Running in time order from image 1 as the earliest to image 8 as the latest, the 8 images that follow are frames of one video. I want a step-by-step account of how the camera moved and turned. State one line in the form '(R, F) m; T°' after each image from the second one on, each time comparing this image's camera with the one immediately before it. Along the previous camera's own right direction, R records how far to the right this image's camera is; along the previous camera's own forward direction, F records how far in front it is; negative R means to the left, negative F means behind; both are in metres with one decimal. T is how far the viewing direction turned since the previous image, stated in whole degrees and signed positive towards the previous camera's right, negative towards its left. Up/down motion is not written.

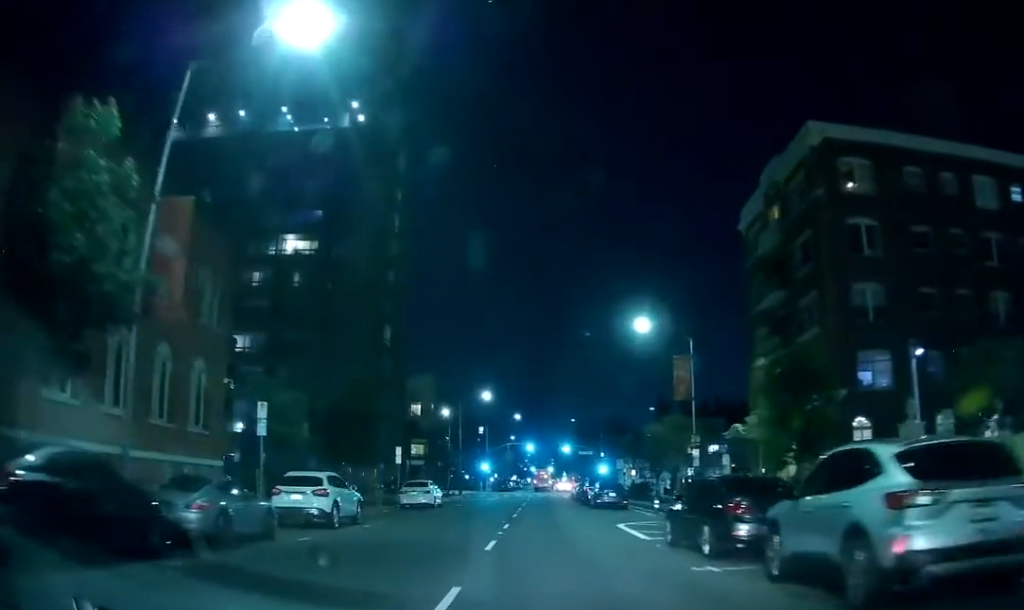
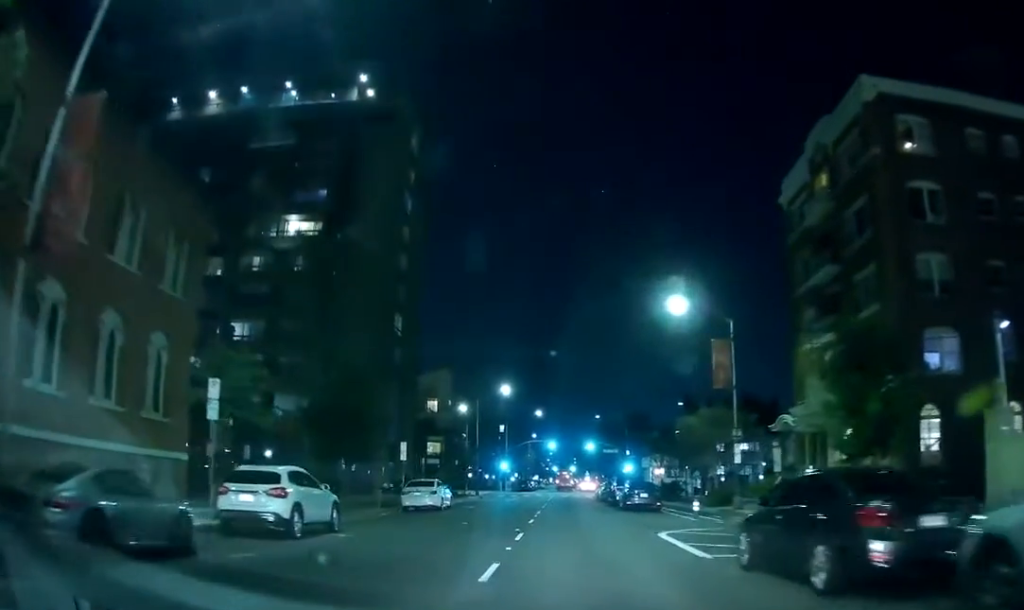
(+0.1, +3.9) m; +5°
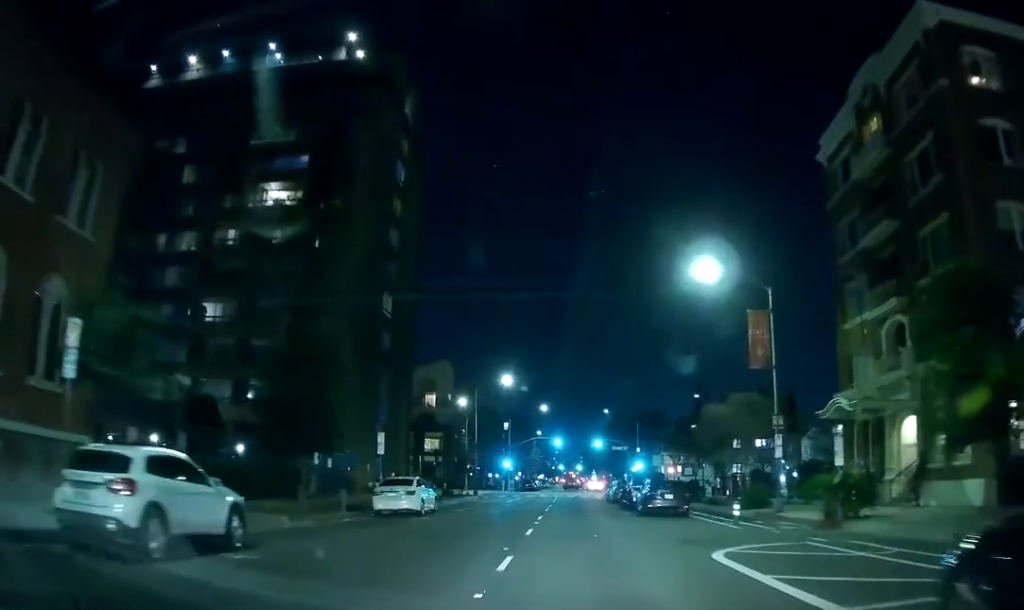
(+0.4, +5.6) m; +2°
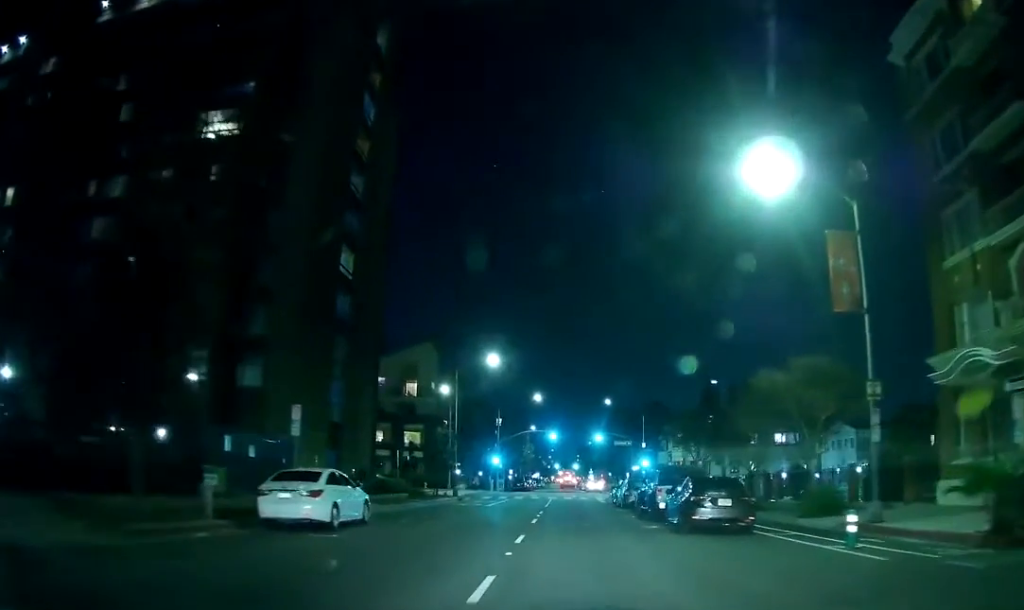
(-0.5, +10.5) m; -4°
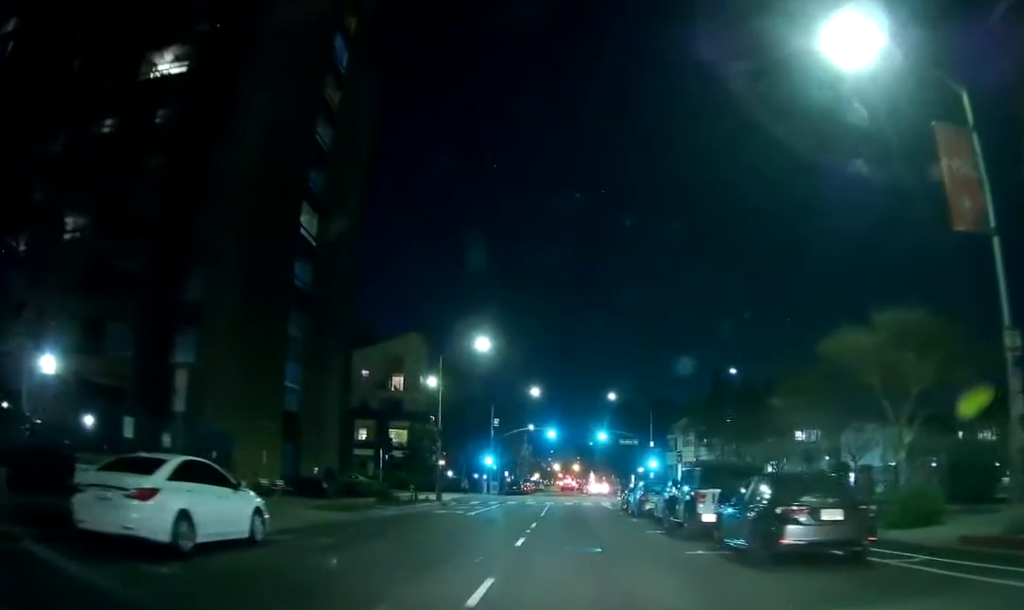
(+0.1, +8.0) m; 0°
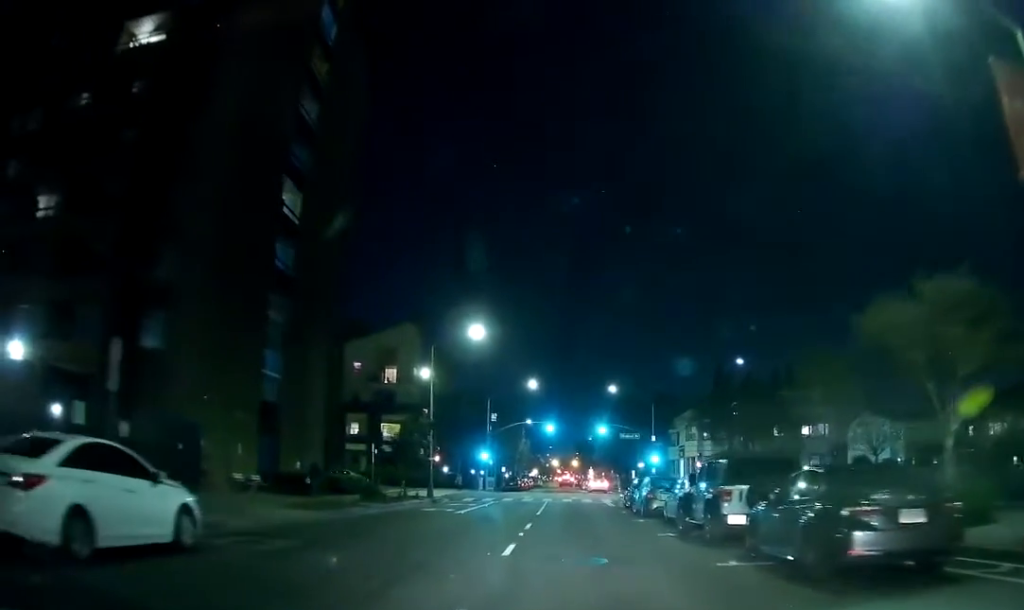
(0.0, +2.7) m; 0°
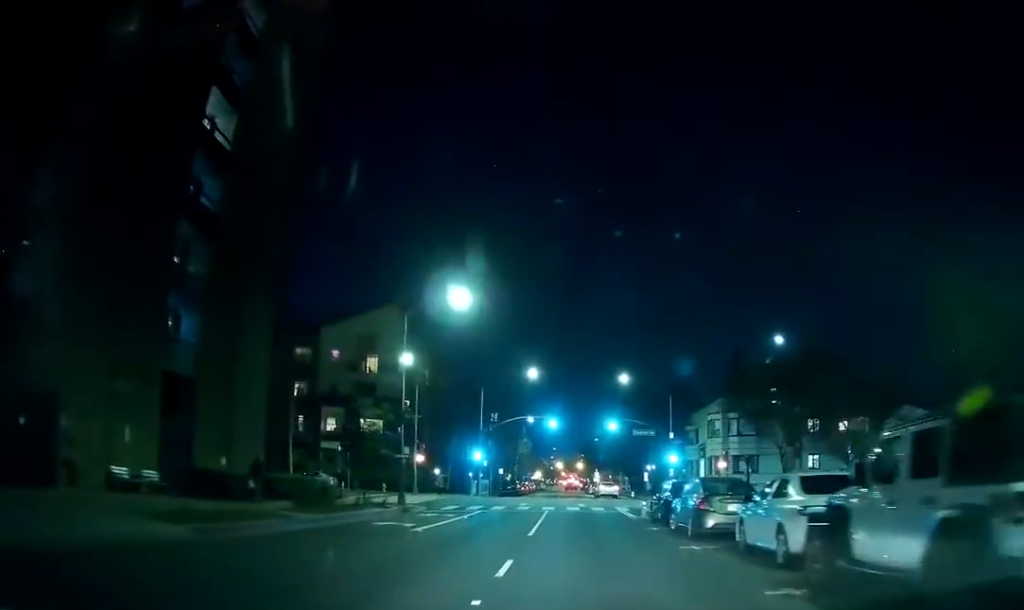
(-0.3, +9.5) m; -1°
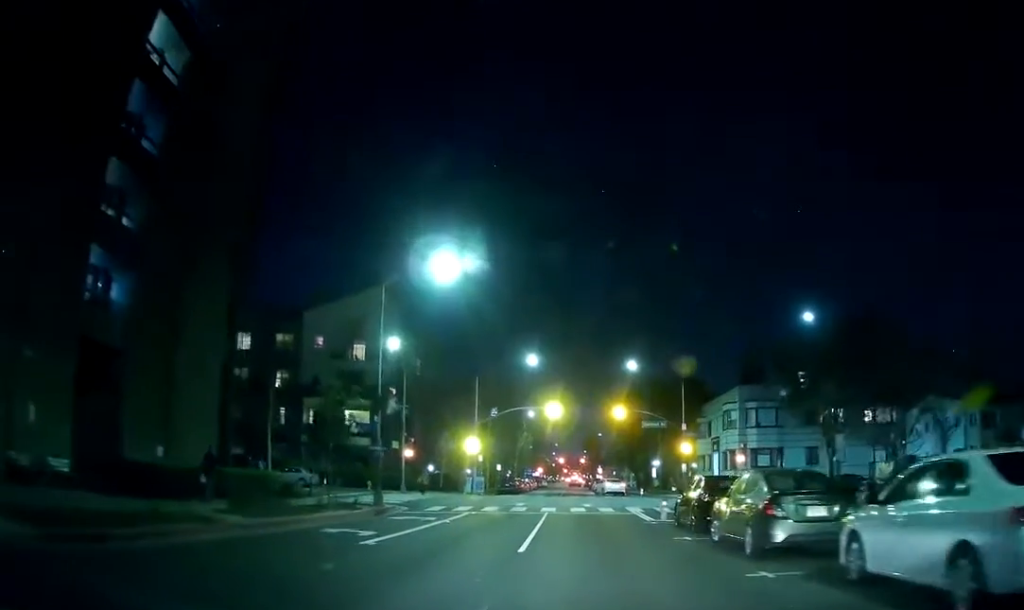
(+0.1, +5.4) m; +1°
